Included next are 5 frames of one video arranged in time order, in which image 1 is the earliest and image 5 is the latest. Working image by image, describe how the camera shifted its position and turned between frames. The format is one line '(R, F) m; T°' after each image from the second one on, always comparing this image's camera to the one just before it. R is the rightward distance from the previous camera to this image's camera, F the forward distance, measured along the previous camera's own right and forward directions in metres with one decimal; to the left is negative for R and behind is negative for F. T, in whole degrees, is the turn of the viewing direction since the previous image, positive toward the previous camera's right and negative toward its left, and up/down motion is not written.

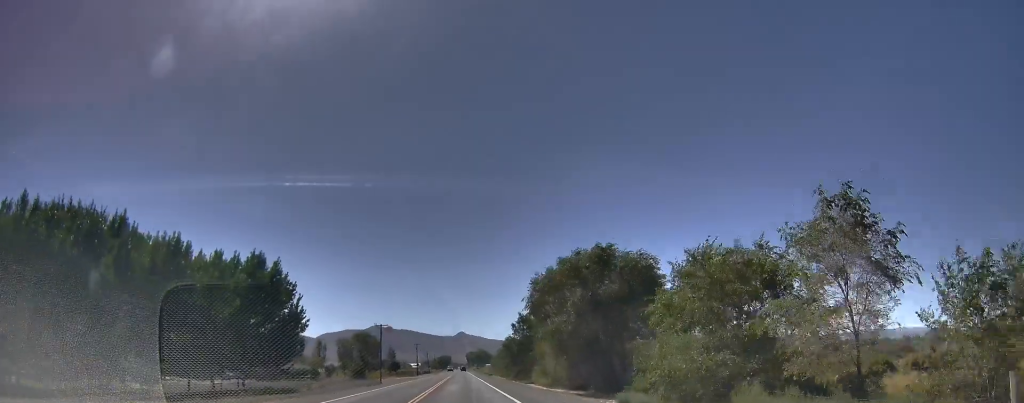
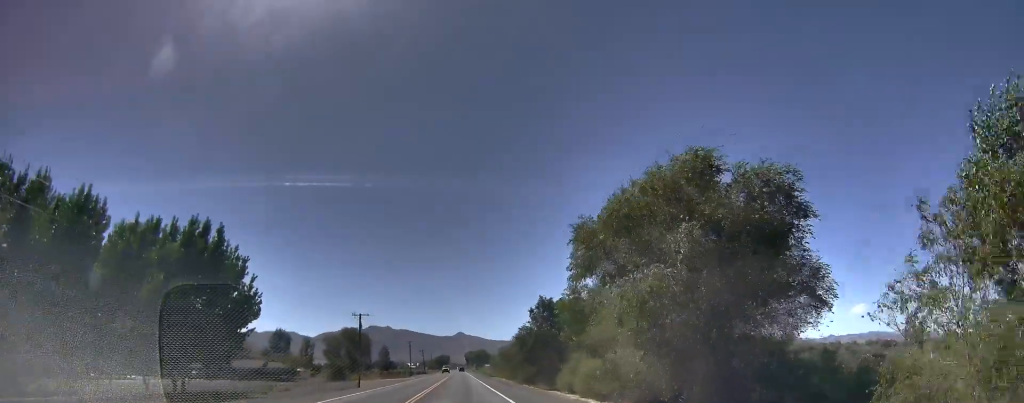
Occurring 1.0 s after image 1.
(-1.1, +20.4) m; 0°
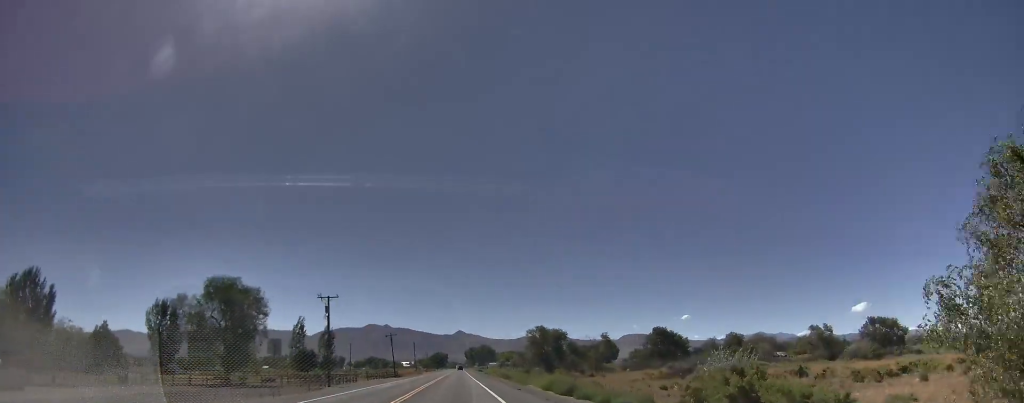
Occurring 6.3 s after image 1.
(+8.1, +109.7) m; +2°
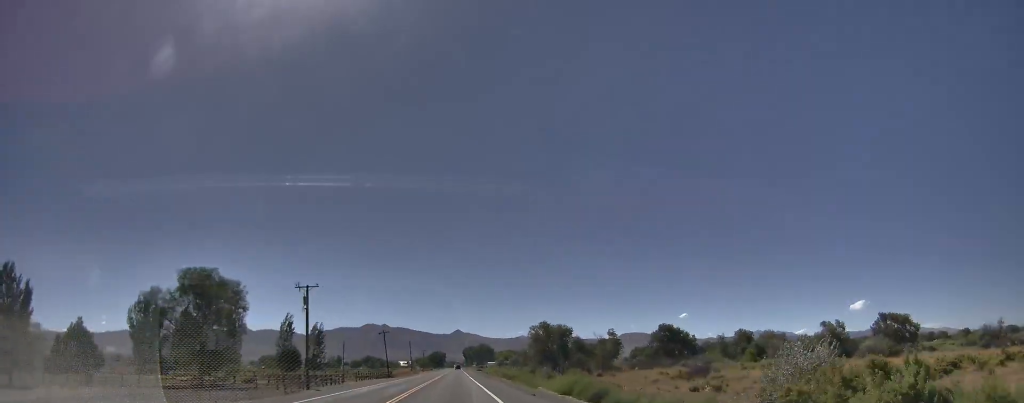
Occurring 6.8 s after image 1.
(+0.1, +9.0) m; -1°
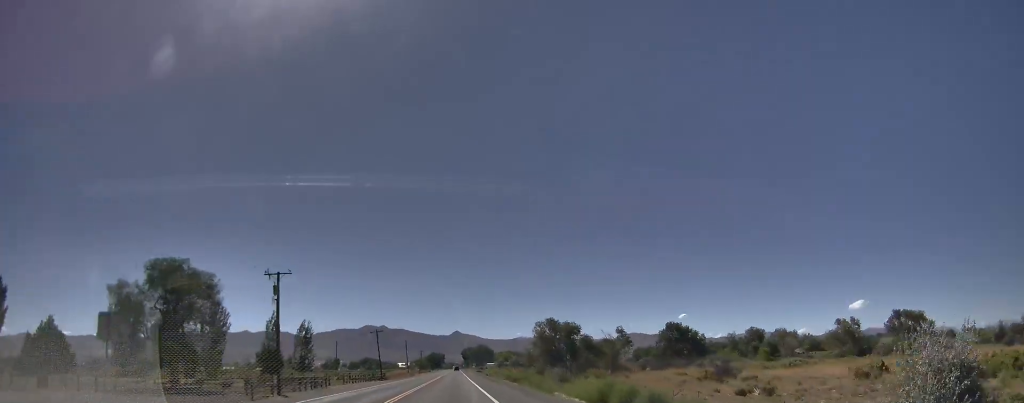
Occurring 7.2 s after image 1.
(0.0, +9.6) m; -1°
